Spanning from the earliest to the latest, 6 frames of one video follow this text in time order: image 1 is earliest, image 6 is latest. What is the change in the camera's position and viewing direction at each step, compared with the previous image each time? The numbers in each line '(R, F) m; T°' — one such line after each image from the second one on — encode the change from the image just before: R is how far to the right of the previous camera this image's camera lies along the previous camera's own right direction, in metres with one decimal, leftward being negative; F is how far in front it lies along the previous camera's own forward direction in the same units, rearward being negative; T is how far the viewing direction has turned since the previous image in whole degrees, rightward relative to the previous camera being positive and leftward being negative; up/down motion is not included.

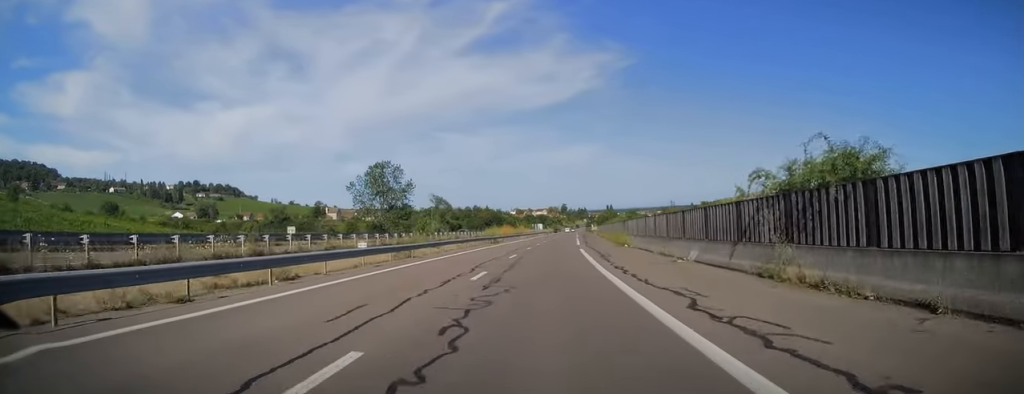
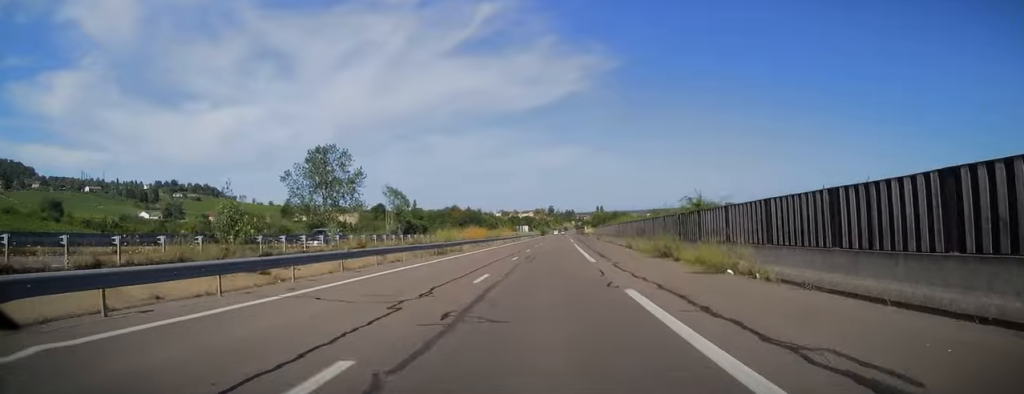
(+0.4, +26.5) m; +2°
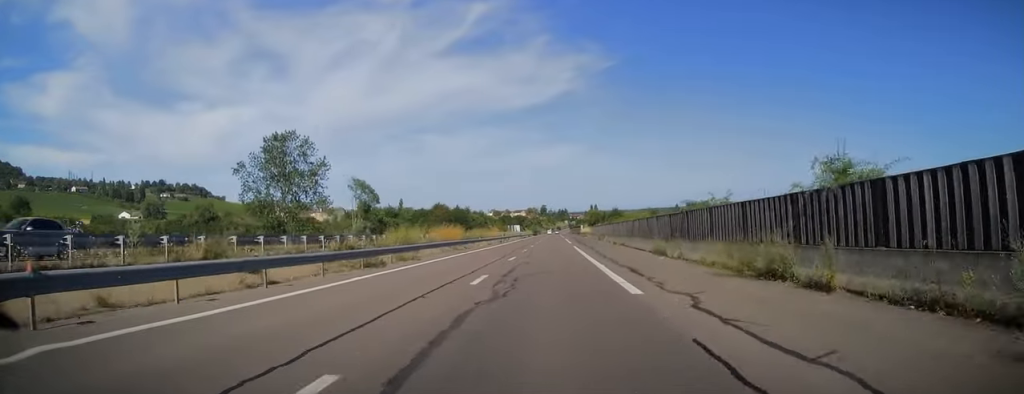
(+0.1, +13.7) m; +1°
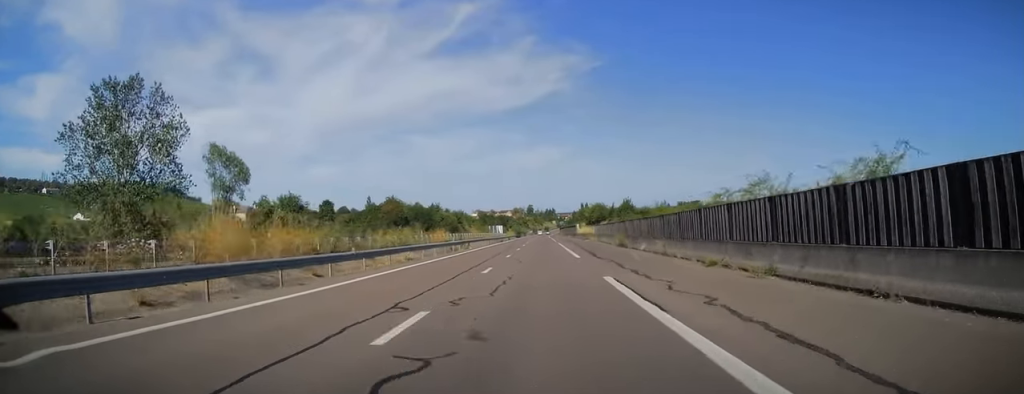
(+0.4, +34.3) m; +1°
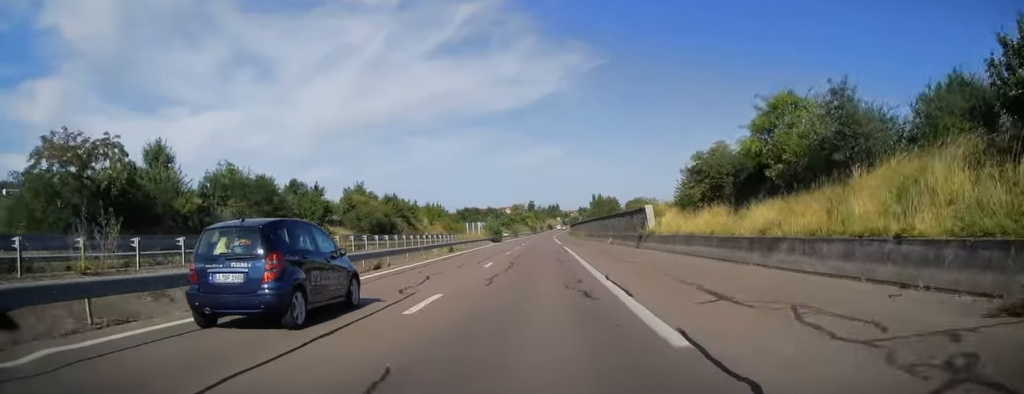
(+1.0, +75.5) m; +1°
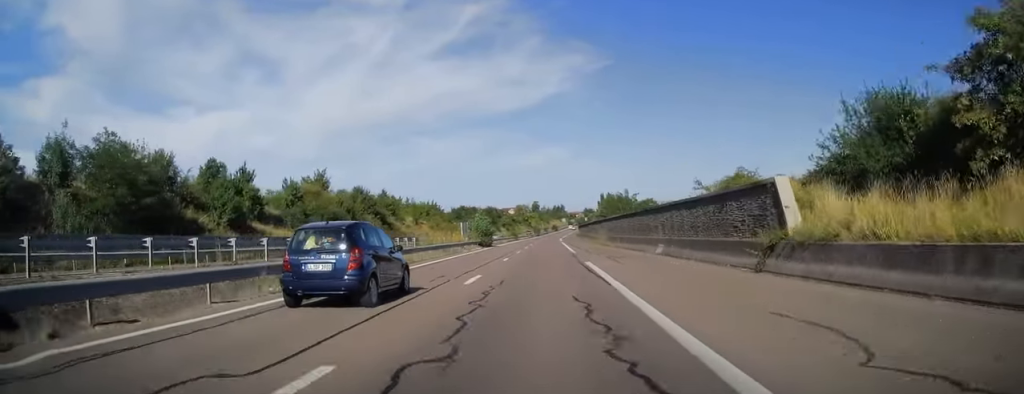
(-0.3, +20.1) m; -1°
